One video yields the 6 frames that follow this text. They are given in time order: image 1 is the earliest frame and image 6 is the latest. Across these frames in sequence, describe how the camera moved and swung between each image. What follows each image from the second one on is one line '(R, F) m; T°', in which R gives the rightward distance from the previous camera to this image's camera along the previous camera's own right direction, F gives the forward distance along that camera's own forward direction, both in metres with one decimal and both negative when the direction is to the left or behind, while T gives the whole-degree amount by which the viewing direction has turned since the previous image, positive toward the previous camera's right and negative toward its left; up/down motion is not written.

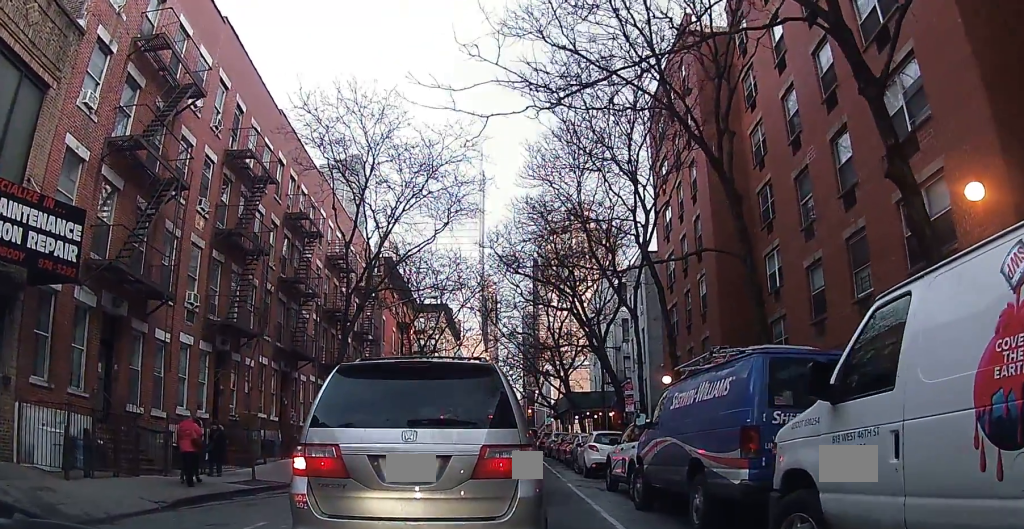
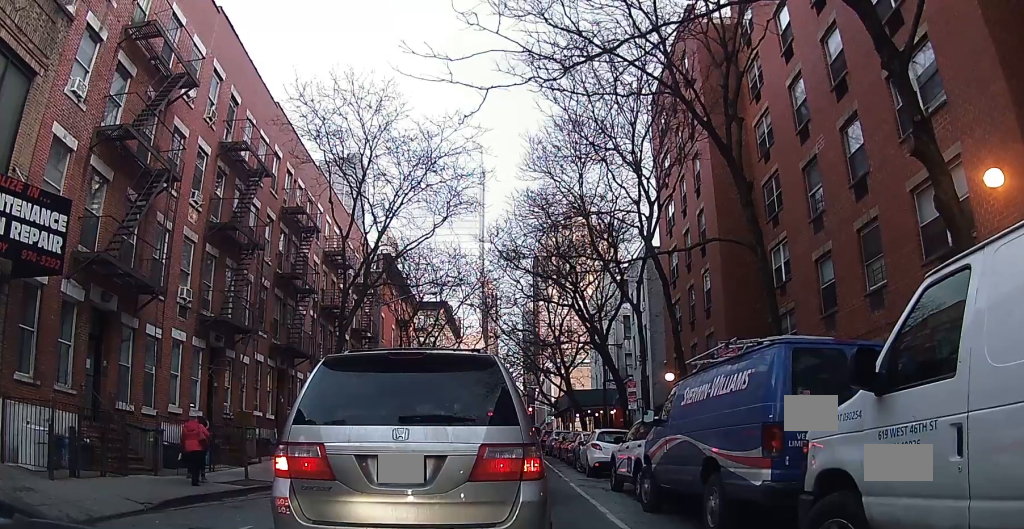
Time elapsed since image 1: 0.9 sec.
(0.0, +0.2) m; 0°
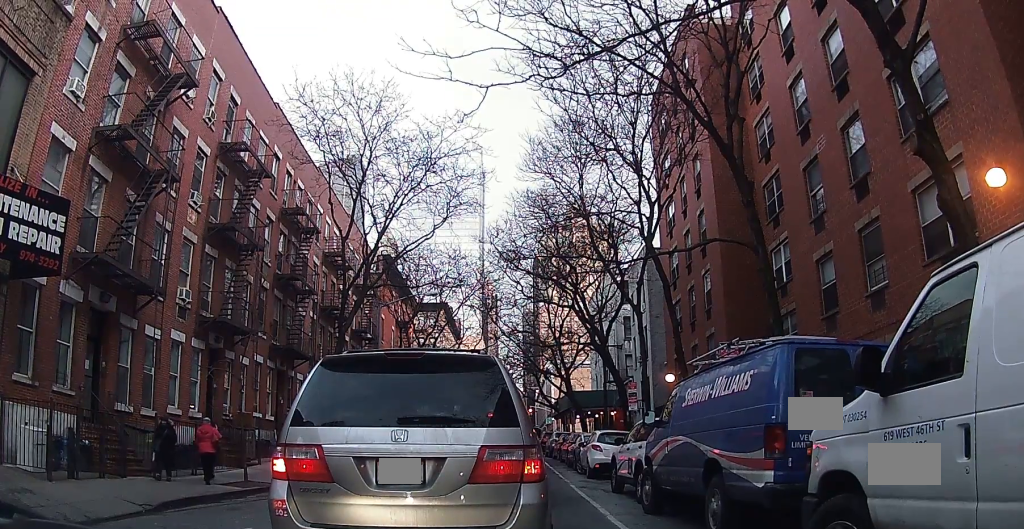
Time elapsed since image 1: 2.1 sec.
(0.0, 0.0) m; 0°
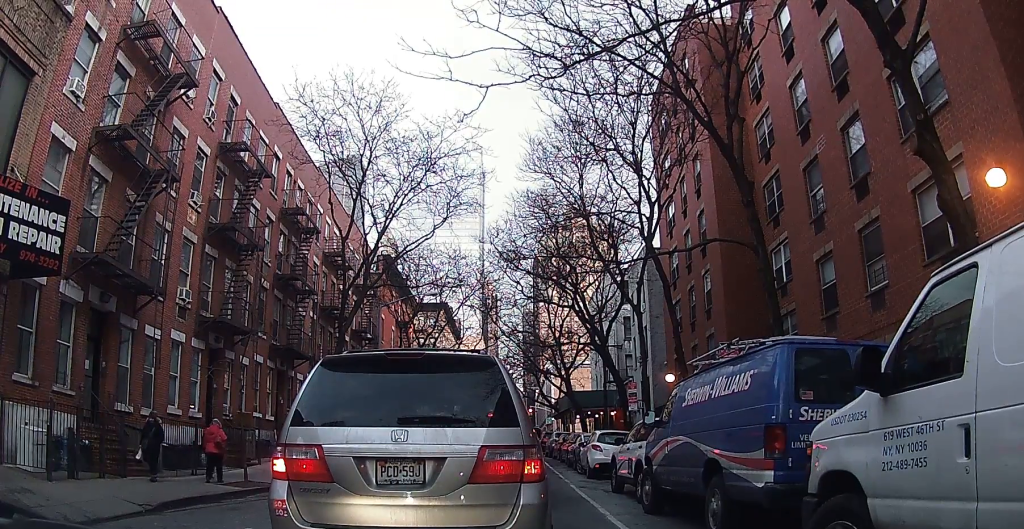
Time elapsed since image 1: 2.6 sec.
(0.0, 0.0) m; 0°
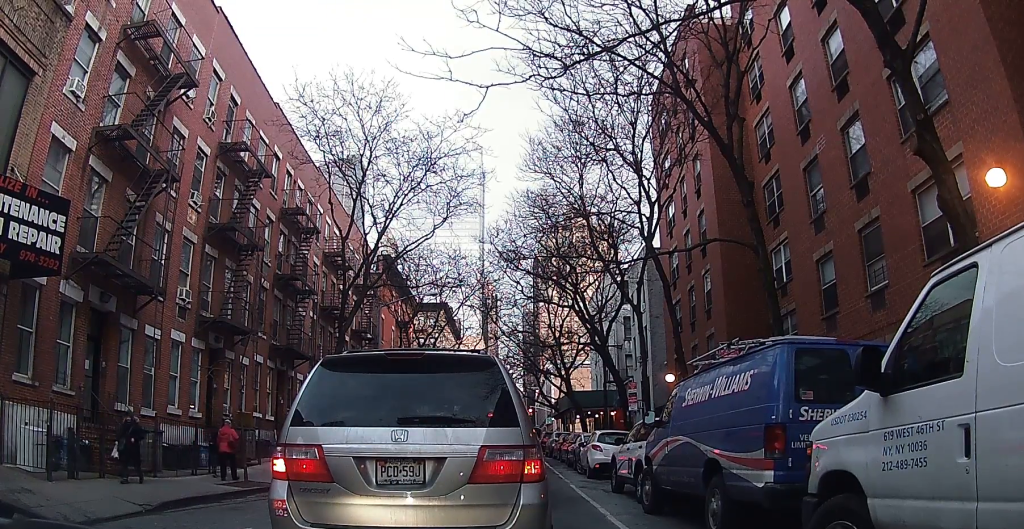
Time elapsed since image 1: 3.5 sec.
(0.0, 0.0) m; 0°
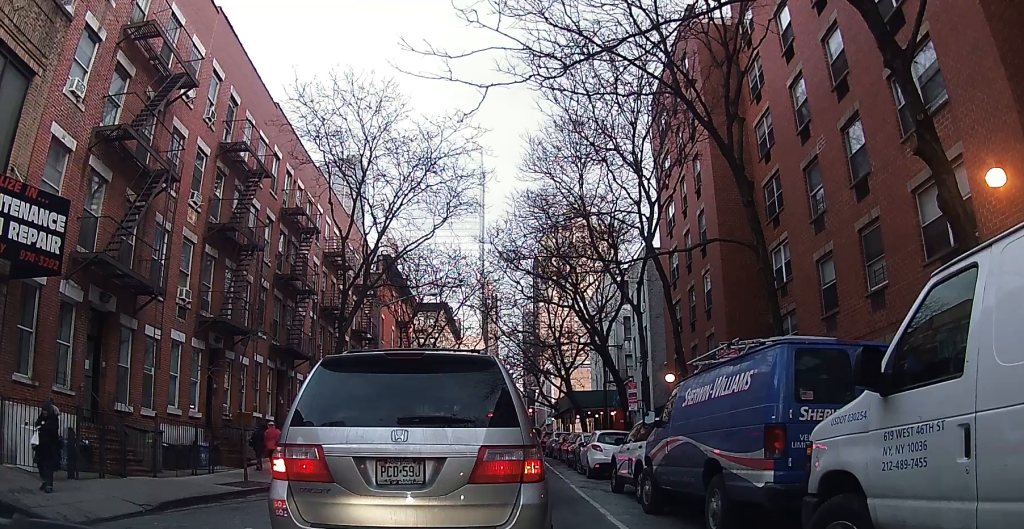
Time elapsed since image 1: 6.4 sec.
(0.0, 0.0) m; 0°
